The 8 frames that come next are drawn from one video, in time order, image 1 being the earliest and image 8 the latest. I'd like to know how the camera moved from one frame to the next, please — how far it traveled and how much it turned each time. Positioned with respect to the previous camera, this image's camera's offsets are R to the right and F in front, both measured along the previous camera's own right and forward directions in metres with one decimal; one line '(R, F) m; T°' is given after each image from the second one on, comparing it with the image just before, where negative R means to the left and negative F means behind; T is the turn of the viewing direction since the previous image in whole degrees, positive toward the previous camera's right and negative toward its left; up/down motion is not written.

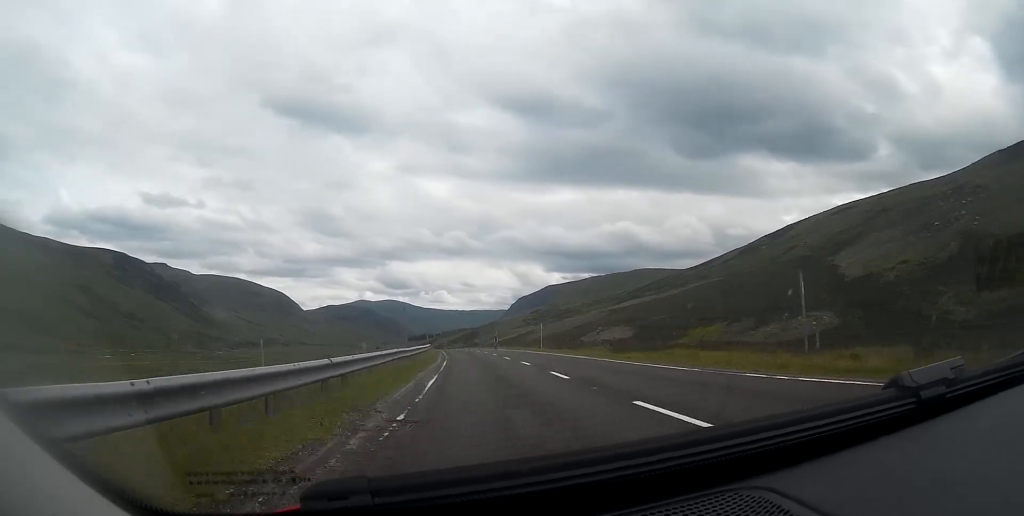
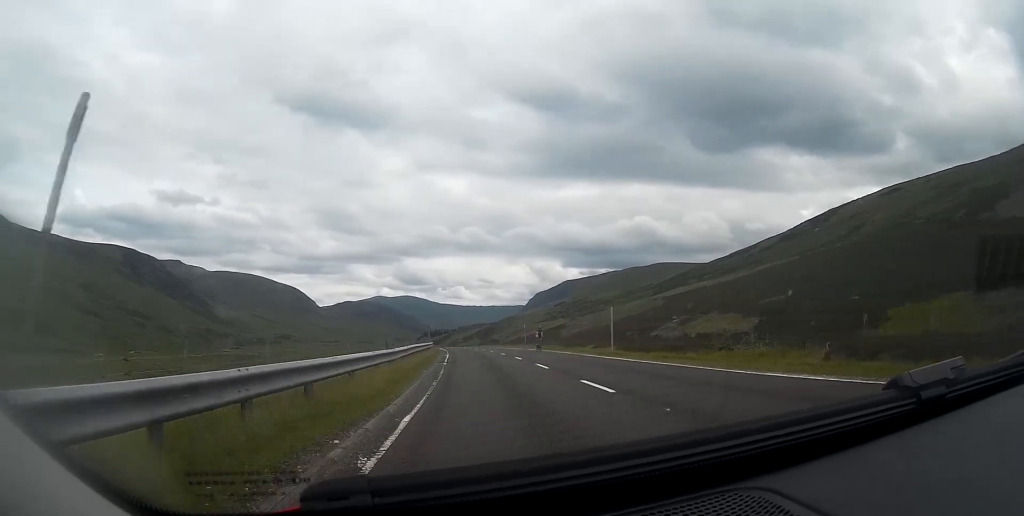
(-0.1, +22.0) m; -1°
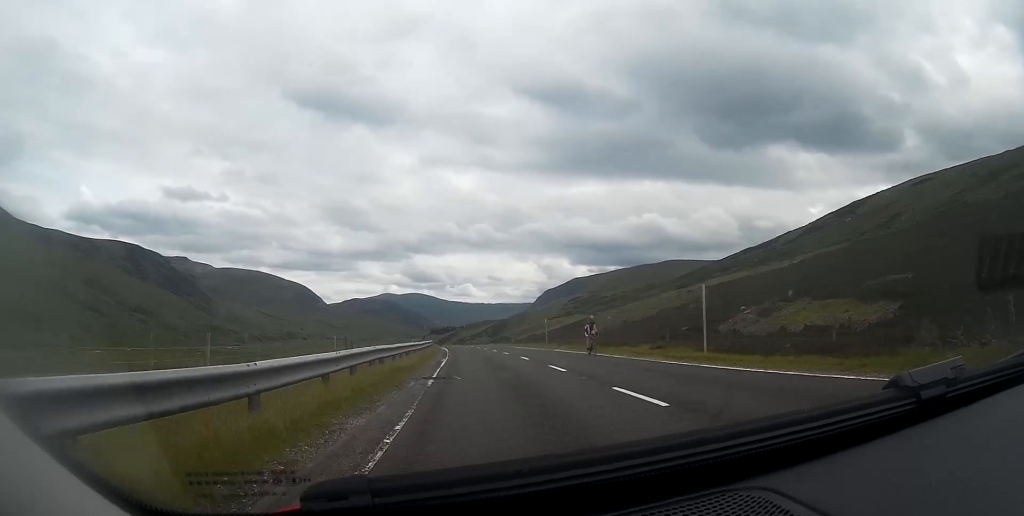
(0.0, +12.0) m; -1°
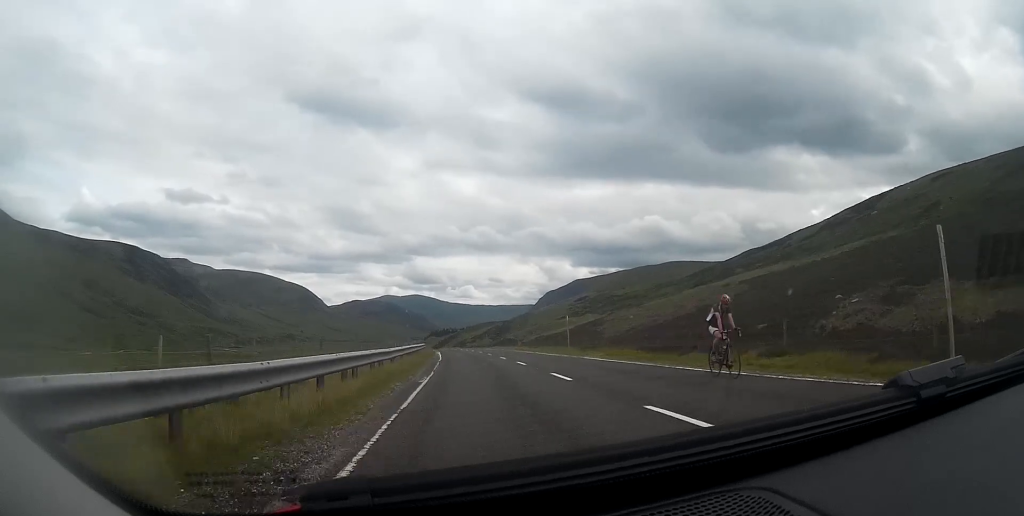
(-0.1, +11.0) m; -1°
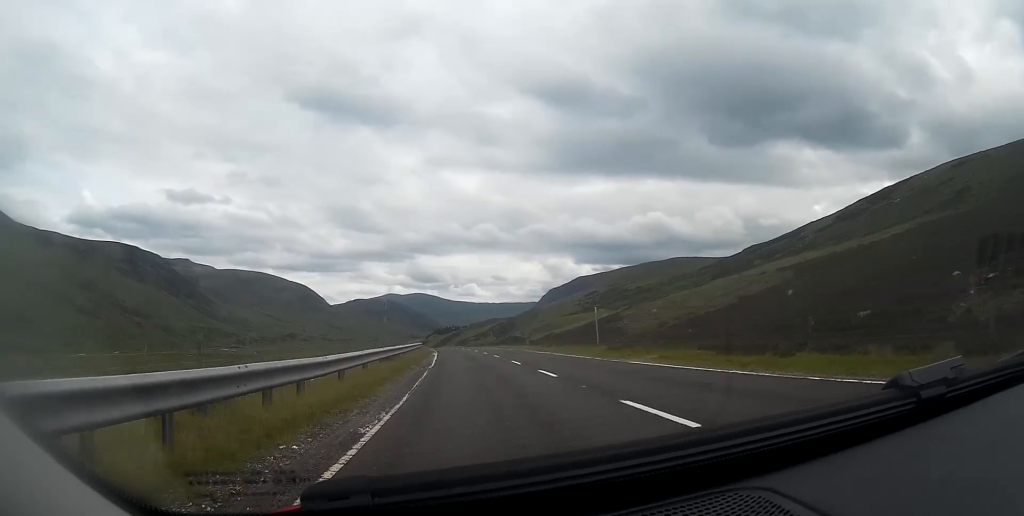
(0.0, +8.3) m; 0°
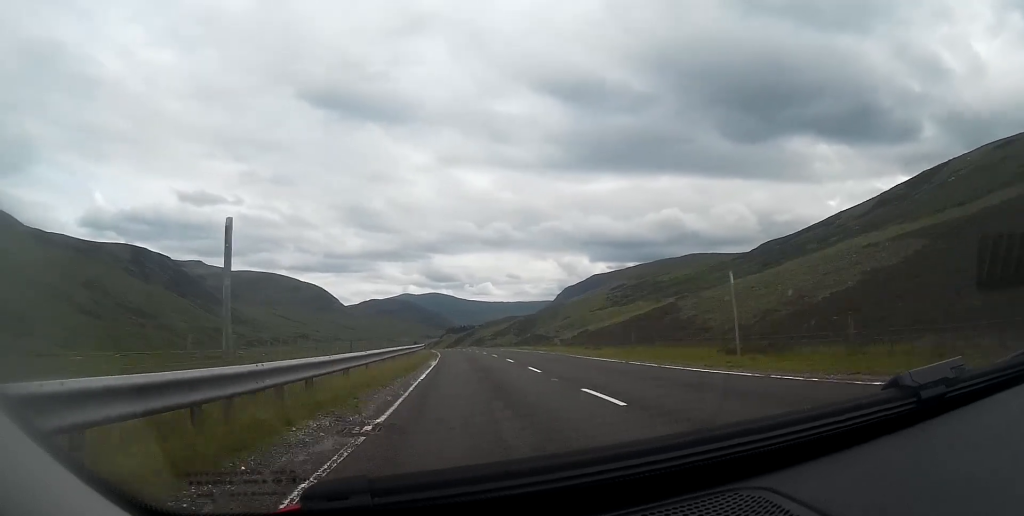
(-0.2, +15.0) m; -1°
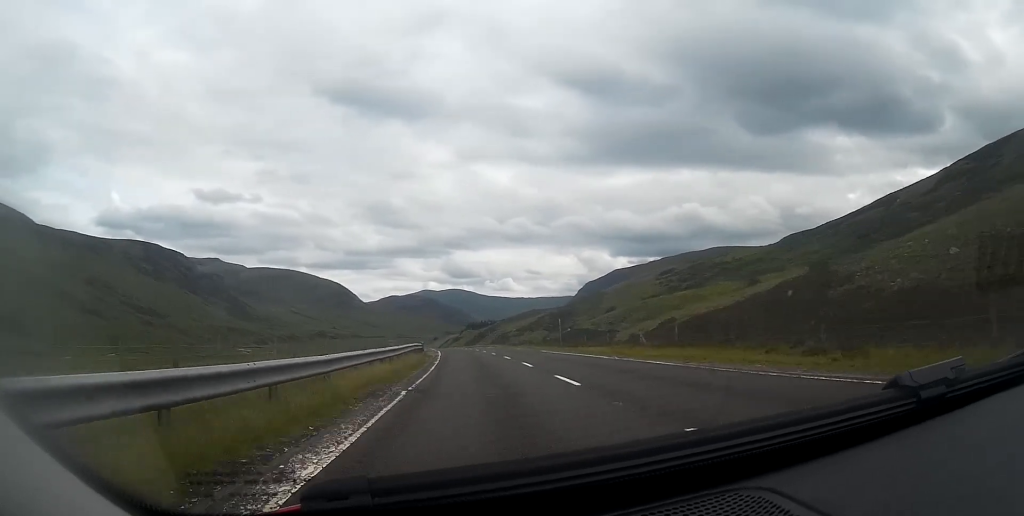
(-0.4, +23.9) m; -2°
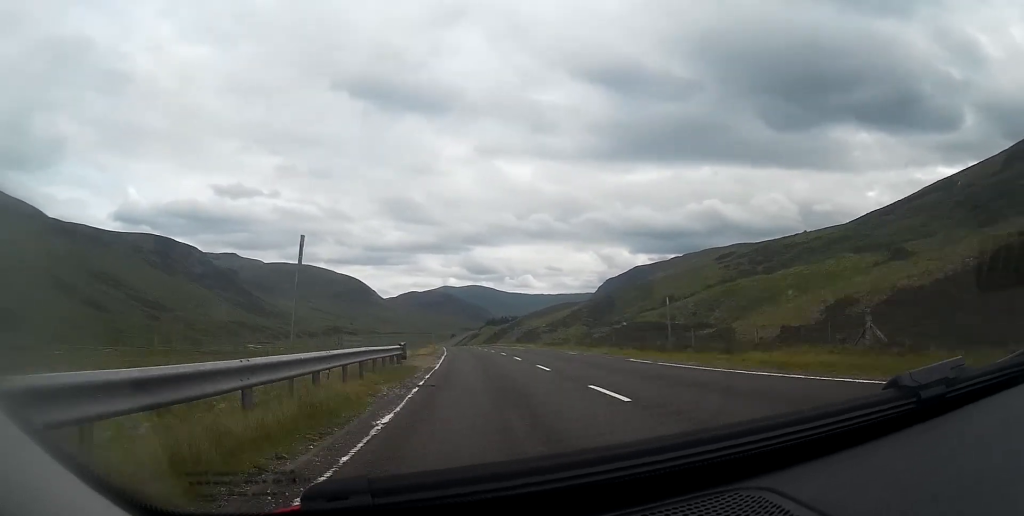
(-0.2, +20.4) m; -2°
